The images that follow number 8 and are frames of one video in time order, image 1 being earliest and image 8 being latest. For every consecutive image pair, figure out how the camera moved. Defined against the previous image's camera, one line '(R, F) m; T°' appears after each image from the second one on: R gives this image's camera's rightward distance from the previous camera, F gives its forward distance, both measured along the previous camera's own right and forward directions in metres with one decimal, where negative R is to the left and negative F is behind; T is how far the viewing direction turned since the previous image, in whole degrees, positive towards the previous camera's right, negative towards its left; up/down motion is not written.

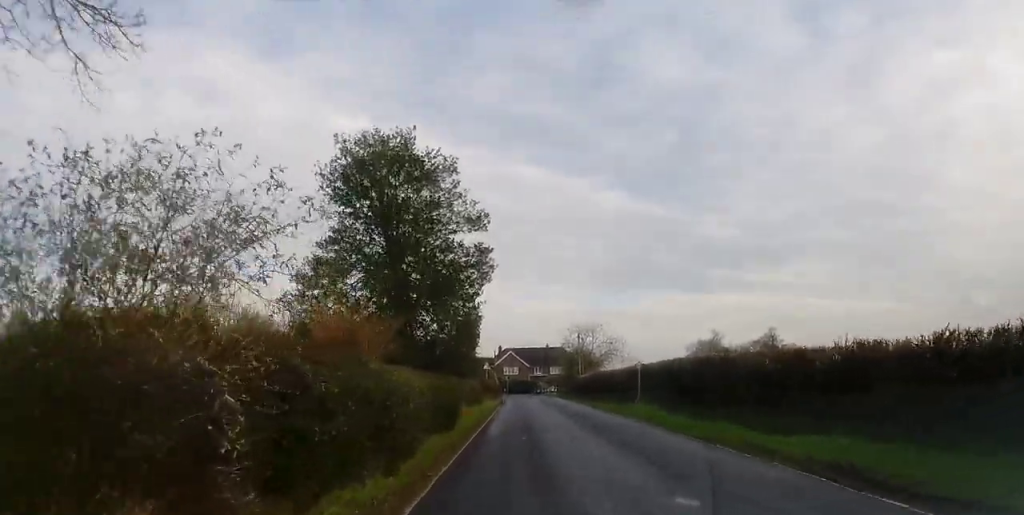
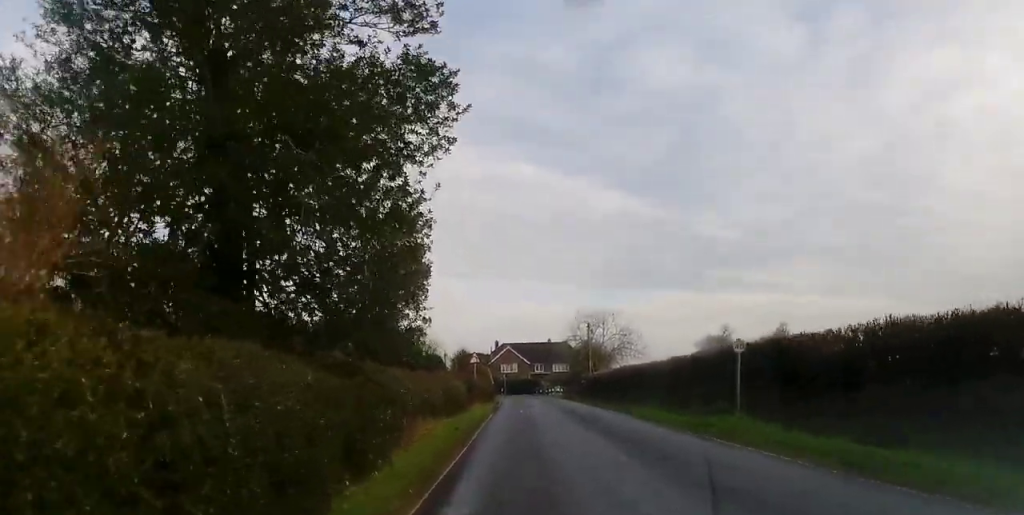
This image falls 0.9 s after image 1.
(+0.3, +13.9) m; 0°
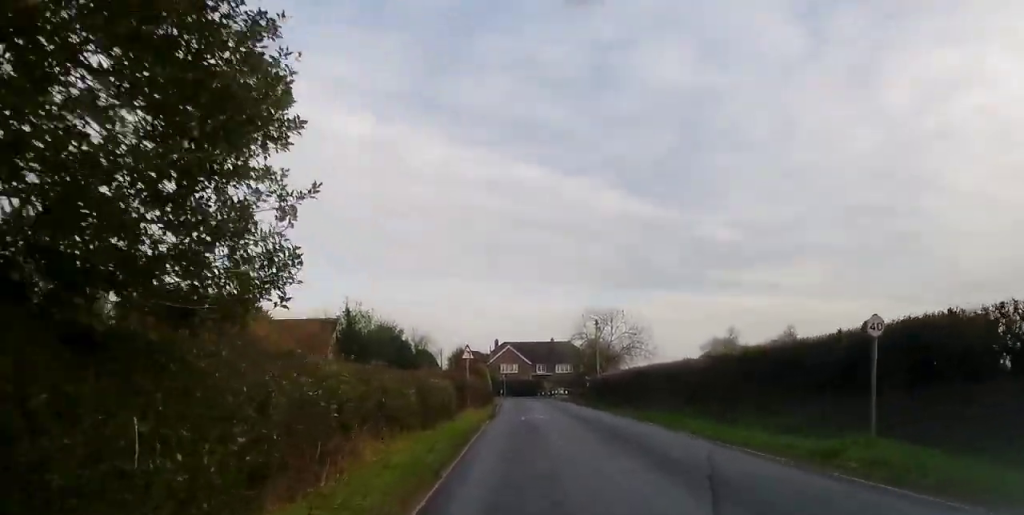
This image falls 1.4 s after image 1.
(-0.2, +6.6) m; -1°
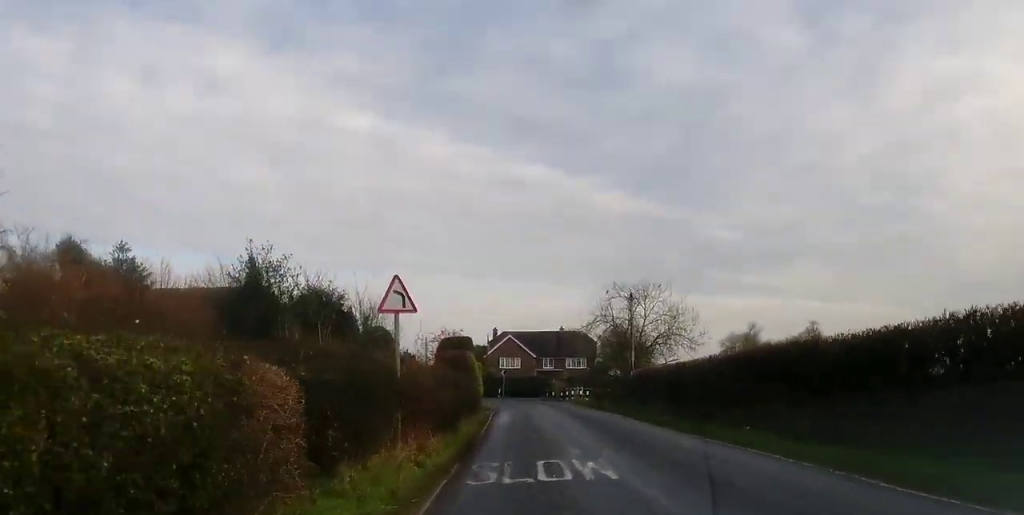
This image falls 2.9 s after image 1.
(-0.1, +19.7) m; 0°
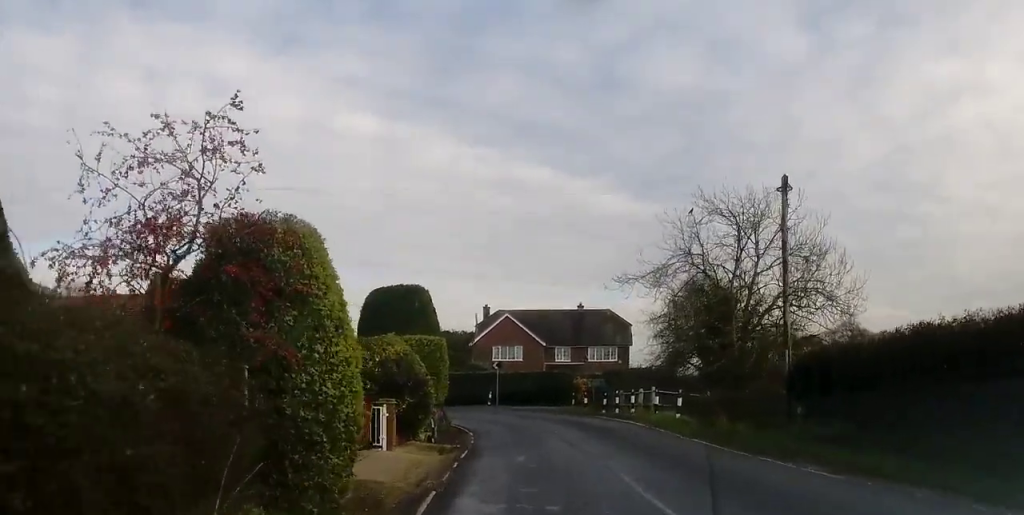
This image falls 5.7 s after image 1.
(+0.3, +29.5) m; +1°
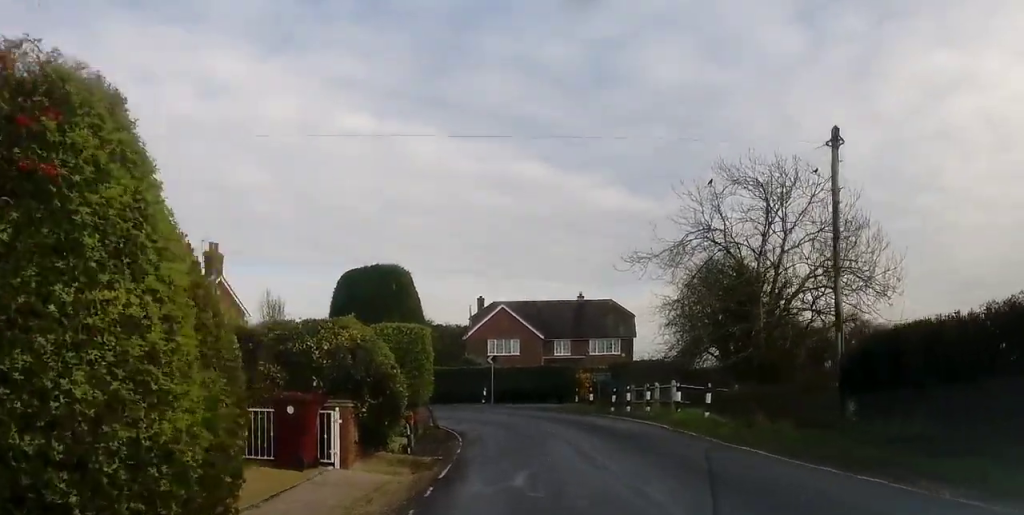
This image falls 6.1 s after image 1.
(0.0, +3.8) m; -1°
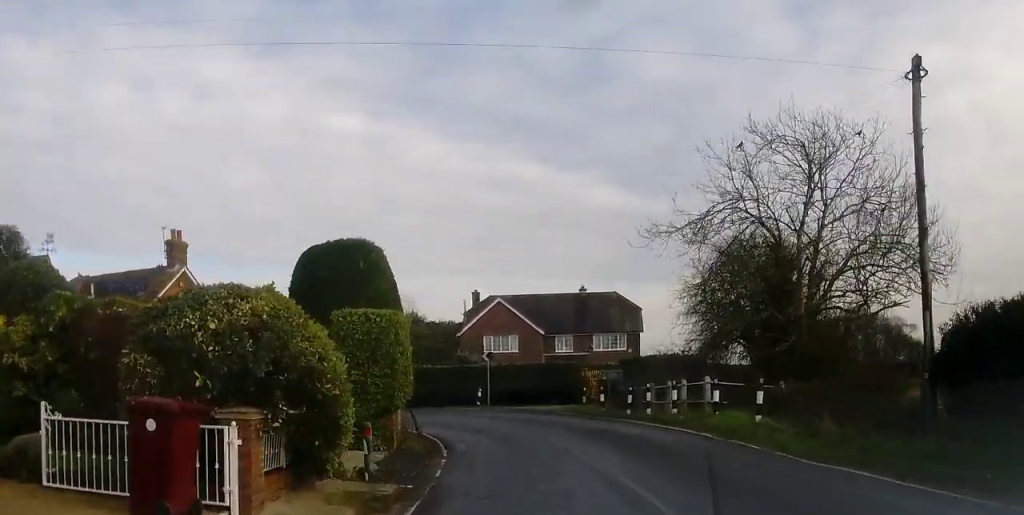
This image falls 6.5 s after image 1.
(+0.1, +4.4) m; -1°
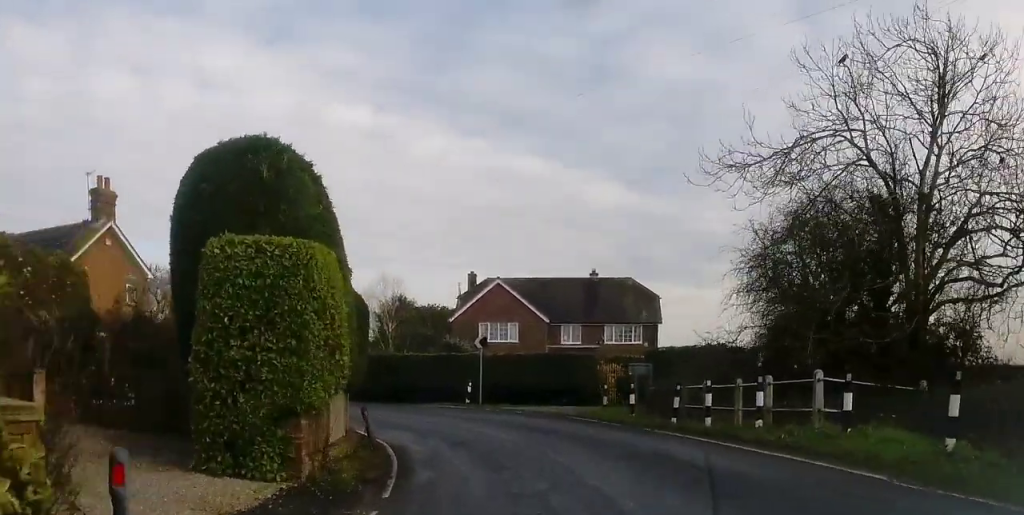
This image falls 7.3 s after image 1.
(-0.3, +7.3) m; -1°
